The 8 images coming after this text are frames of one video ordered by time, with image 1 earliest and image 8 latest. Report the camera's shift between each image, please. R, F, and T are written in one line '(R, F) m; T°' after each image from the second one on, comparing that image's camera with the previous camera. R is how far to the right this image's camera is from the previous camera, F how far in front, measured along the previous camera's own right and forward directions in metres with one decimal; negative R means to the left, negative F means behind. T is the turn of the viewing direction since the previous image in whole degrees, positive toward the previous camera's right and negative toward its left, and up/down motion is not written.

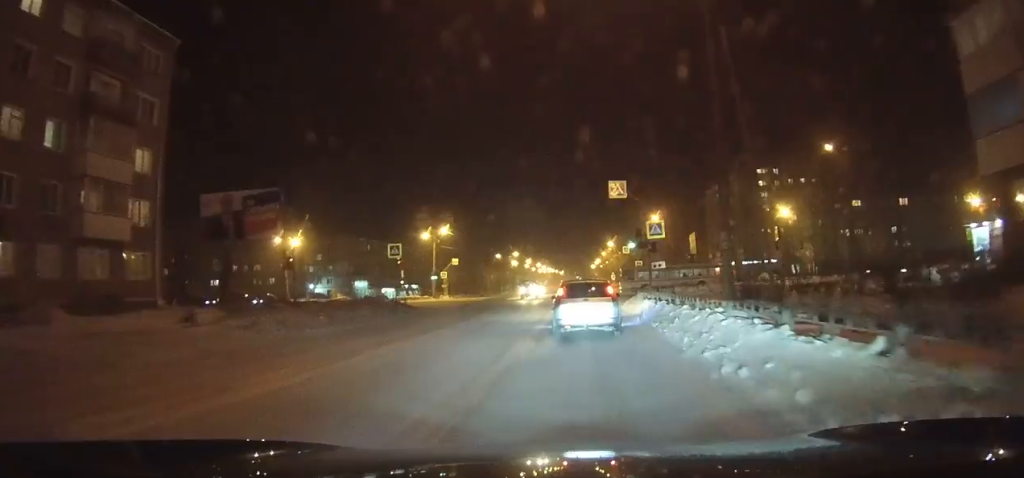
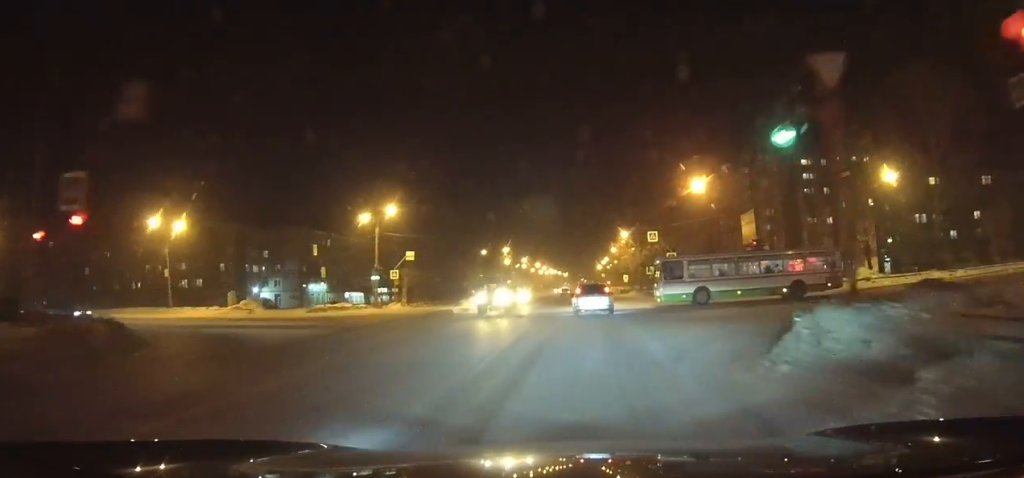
(-1.9, +32.3) m; -5°
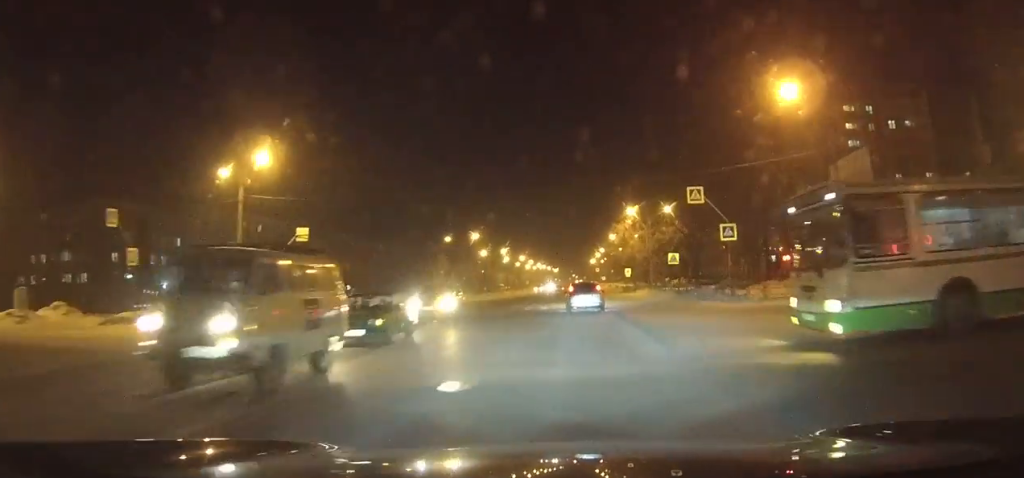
(-0.1, +25.0) m; +1°
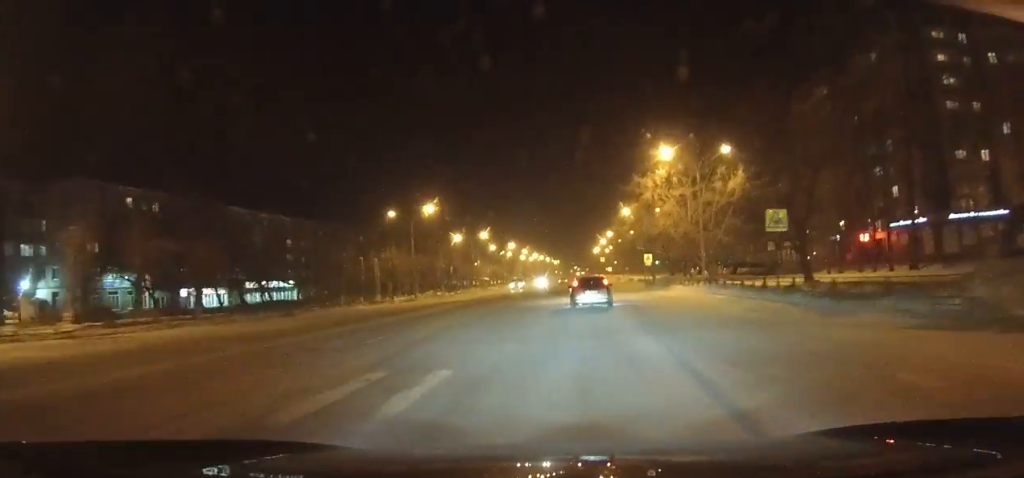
(+0.6, +25.6) m; +3°
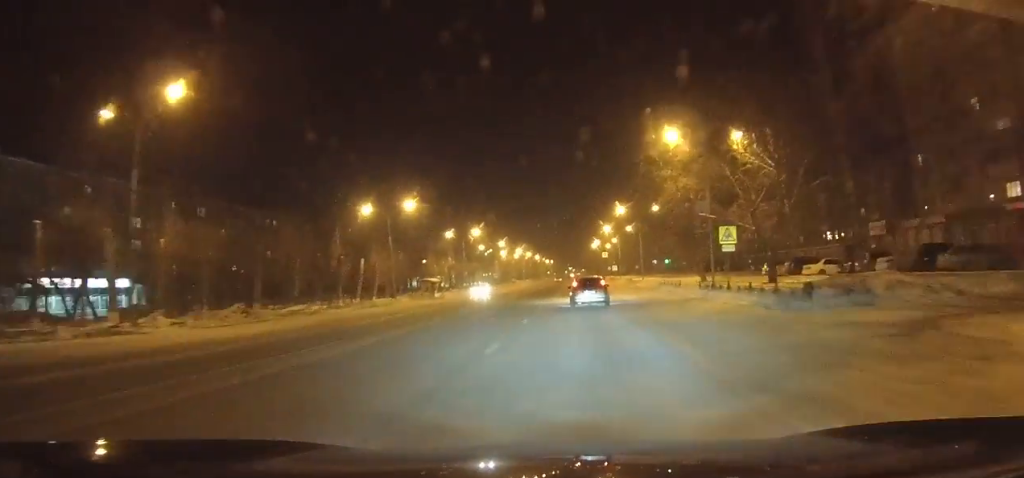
(+1.4, +41.3) m; +3°
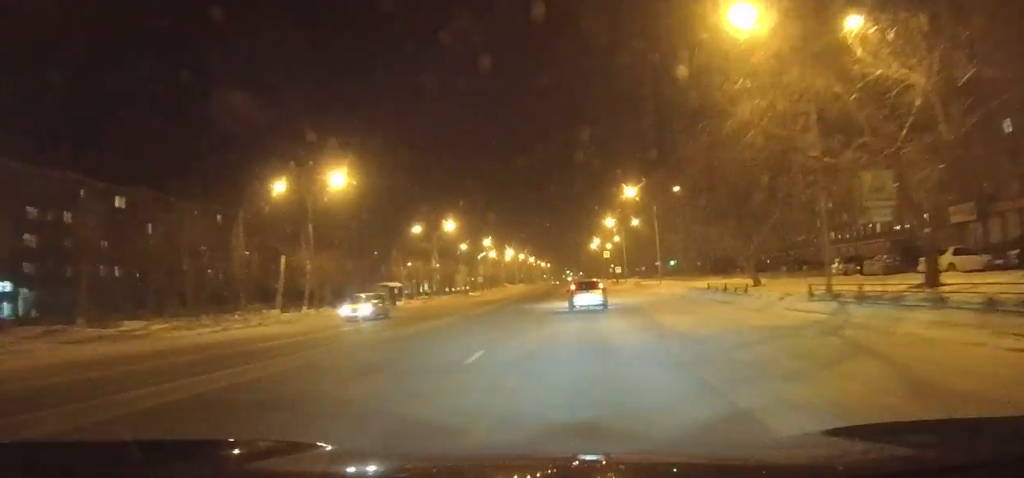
(0.0, +16.8) m; 0°
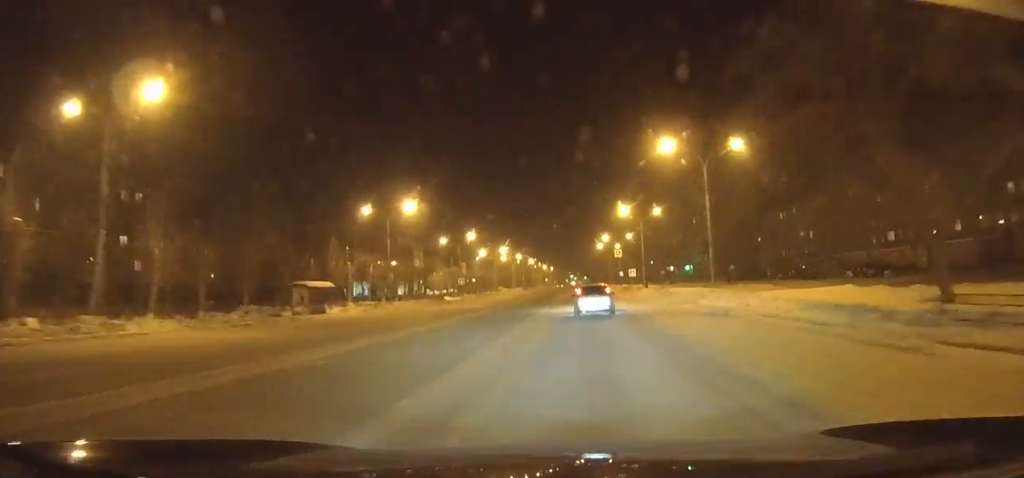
(-0.1, +19.0) m; 0°
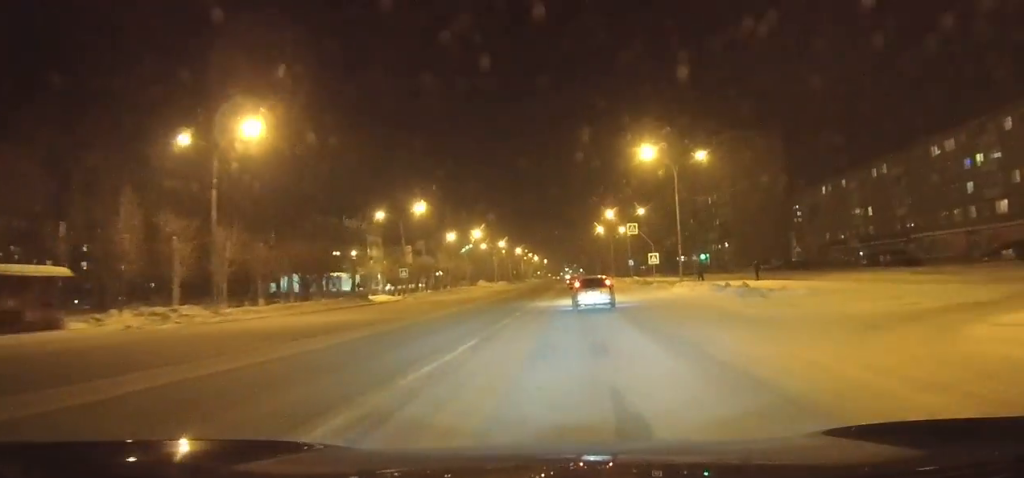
(+0.1, +25.4) m; +1°
